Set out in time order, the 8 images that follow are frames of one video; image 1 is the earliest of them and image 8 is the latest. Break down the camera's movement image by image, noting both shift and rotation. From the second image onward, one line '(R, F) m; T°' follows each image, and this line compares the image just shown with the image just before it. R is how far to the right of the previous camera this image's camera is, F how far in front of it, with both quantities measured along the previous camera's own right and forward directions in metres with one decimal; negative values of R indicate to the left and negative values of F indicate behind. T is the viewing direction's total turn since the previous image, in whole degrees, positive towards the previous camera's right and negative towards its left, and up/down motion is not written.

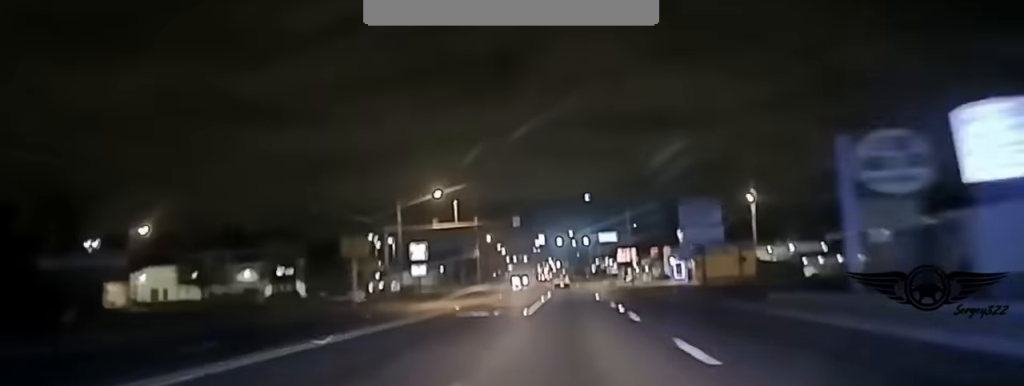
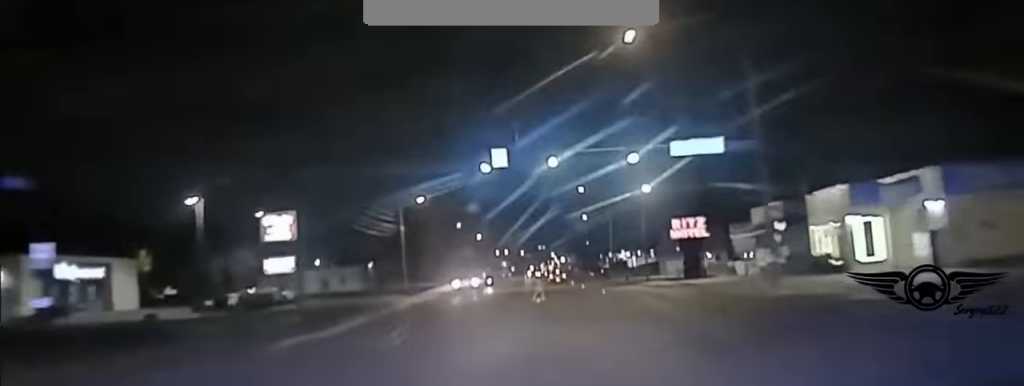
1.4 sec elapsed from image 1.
(-0.3, +63.1) m; 0°
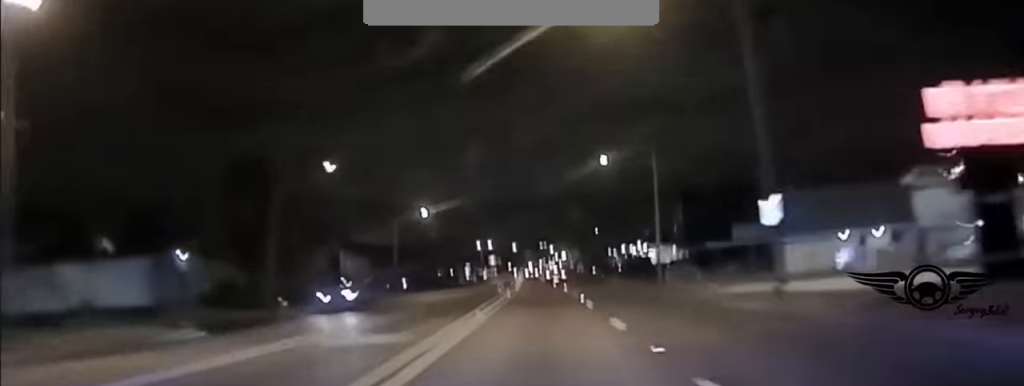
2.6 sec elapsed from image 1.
(+0.1, +59.4) m; 0°
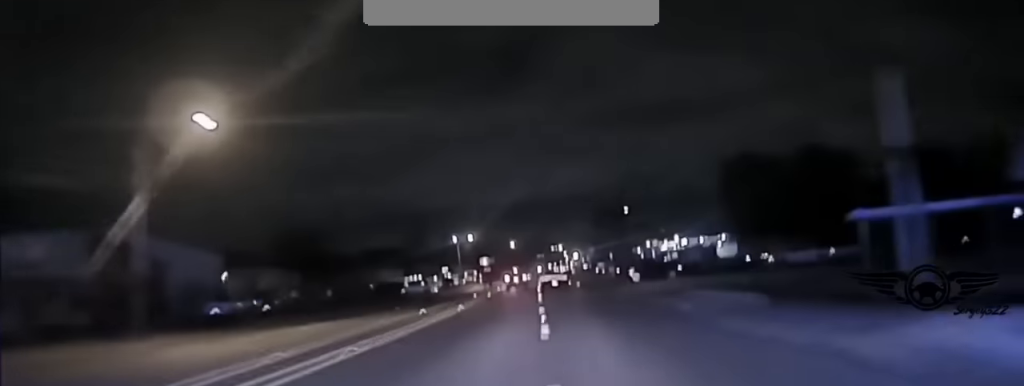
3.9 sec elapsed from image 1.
(-0.3, +63.3) m; -1°
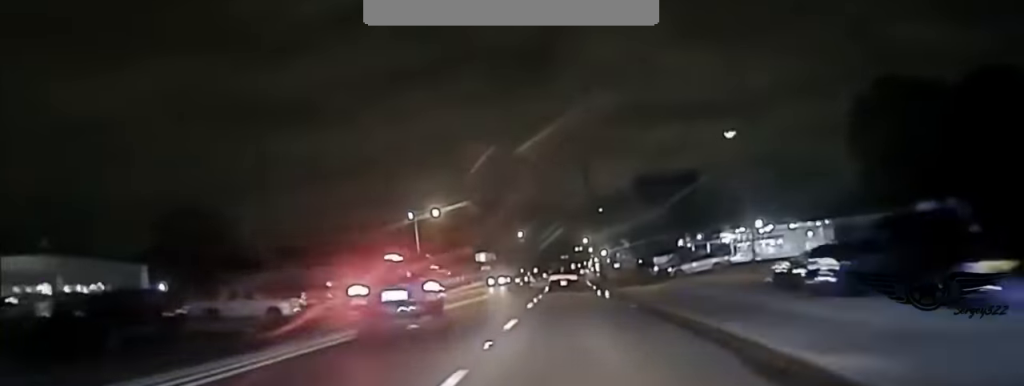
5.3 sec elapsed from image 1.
(-0.7, +61.3) m; -2°
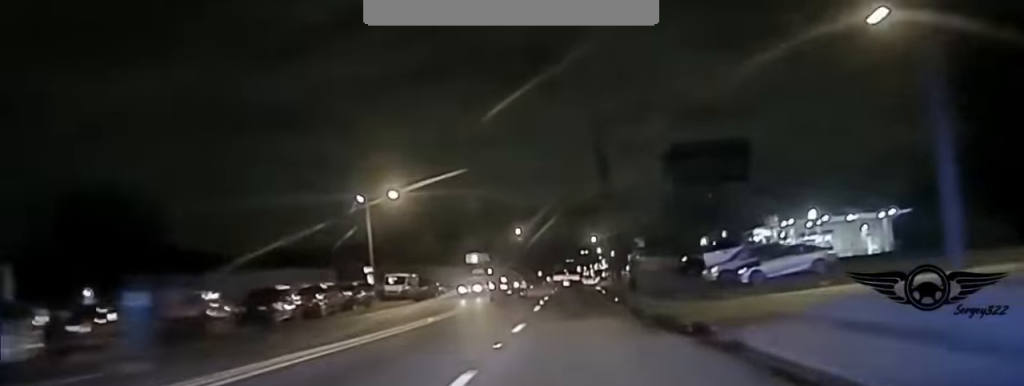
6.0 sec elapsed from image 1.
(-0.2, +26.9) m; 0°
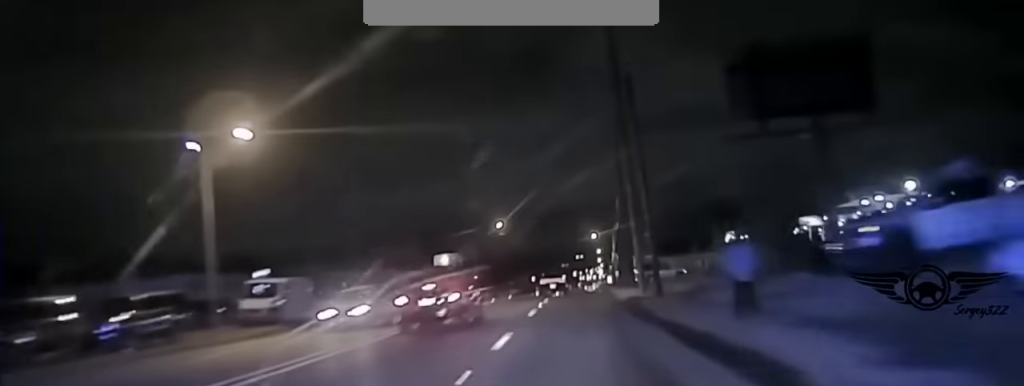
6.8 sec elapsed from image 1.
(0.0, +28.8) m; 0°
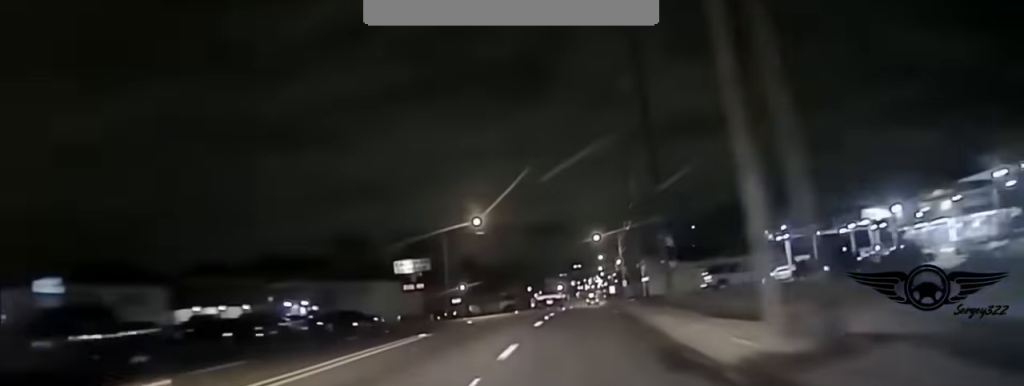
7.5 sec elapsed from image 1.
(+0.2, +23.1) m; 0°
